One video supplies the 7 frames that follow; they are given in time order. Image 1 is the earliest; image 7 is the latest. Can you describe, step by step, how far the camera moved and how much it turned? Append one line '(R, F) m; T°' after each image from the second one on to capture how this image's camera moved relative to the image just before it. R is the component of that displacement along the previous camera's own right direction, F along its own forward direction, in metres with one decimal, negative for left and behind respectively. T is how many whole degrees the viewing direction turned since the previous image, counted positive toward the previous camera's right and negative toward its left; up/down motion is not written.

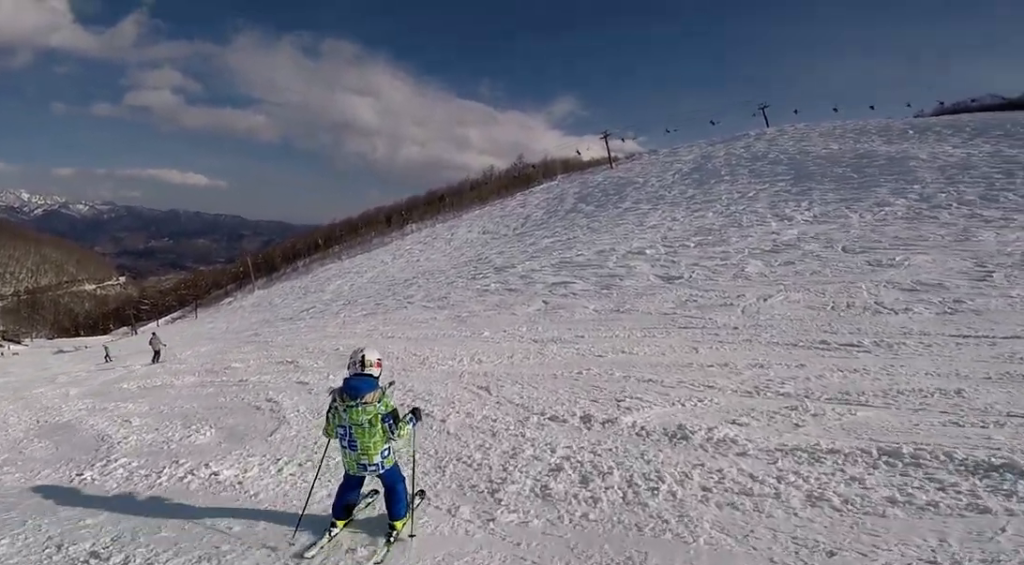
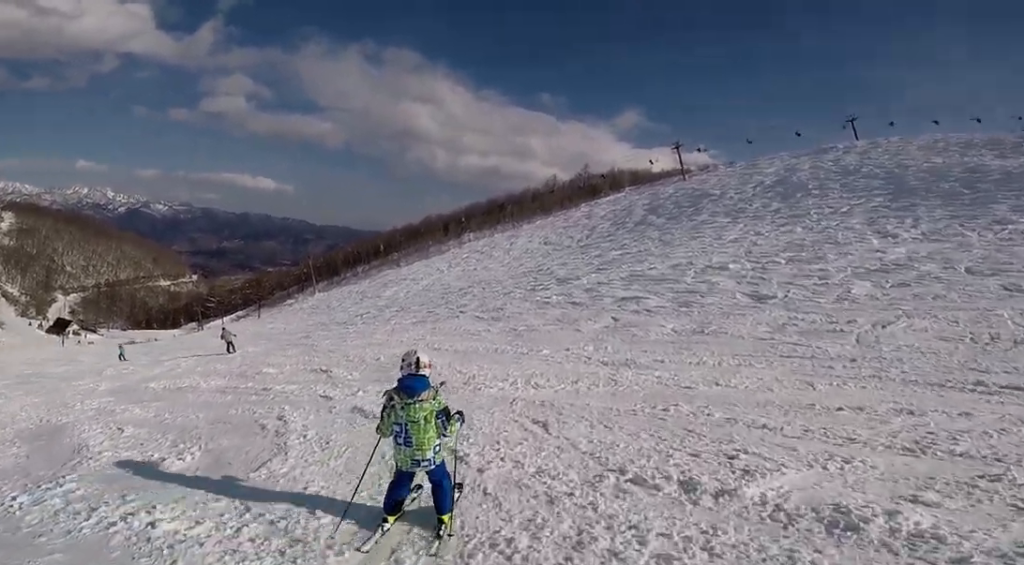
(-0.4, +1.6) m; -4°
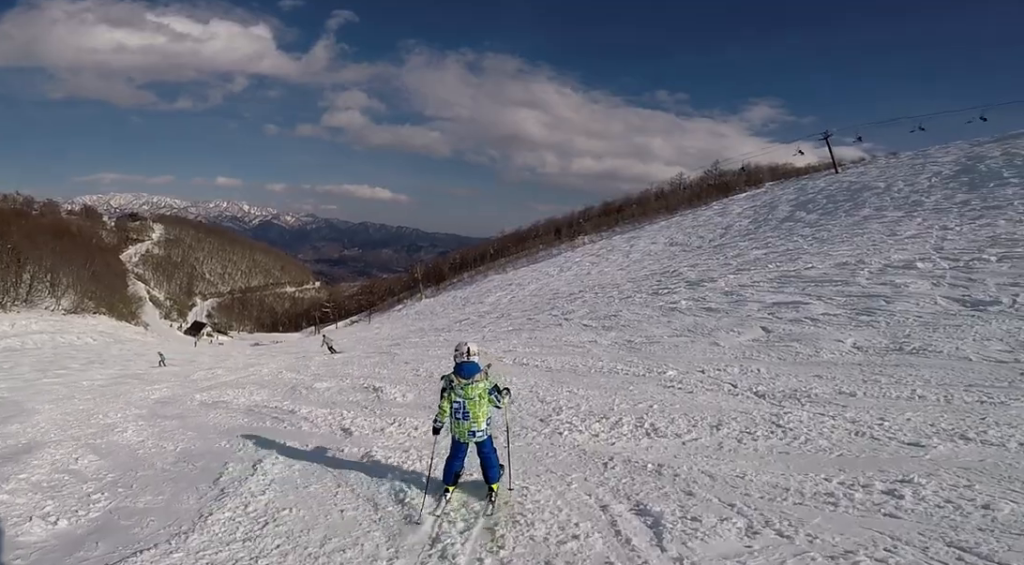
(-0.3, +2.9) m; -10°
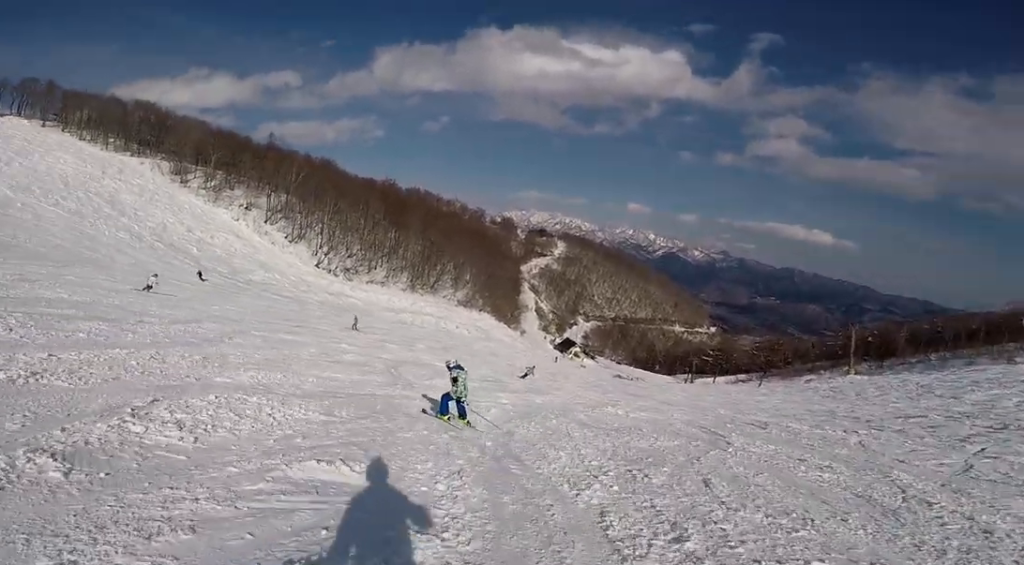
(-4.9, +5.7) m; -78°
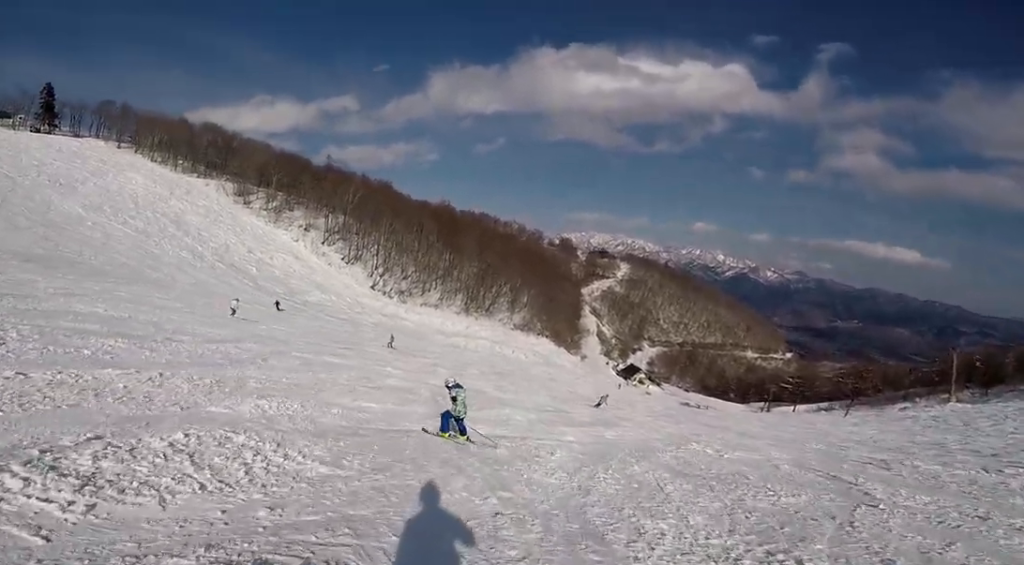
(-0.1, +1.6) m; -9°
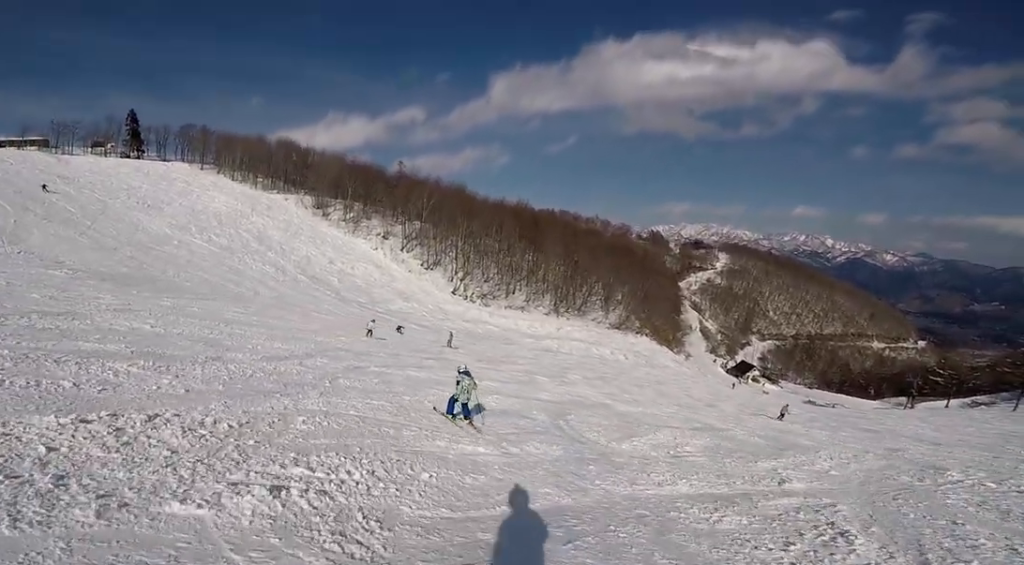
(-0.8, +3.4) m; -16°
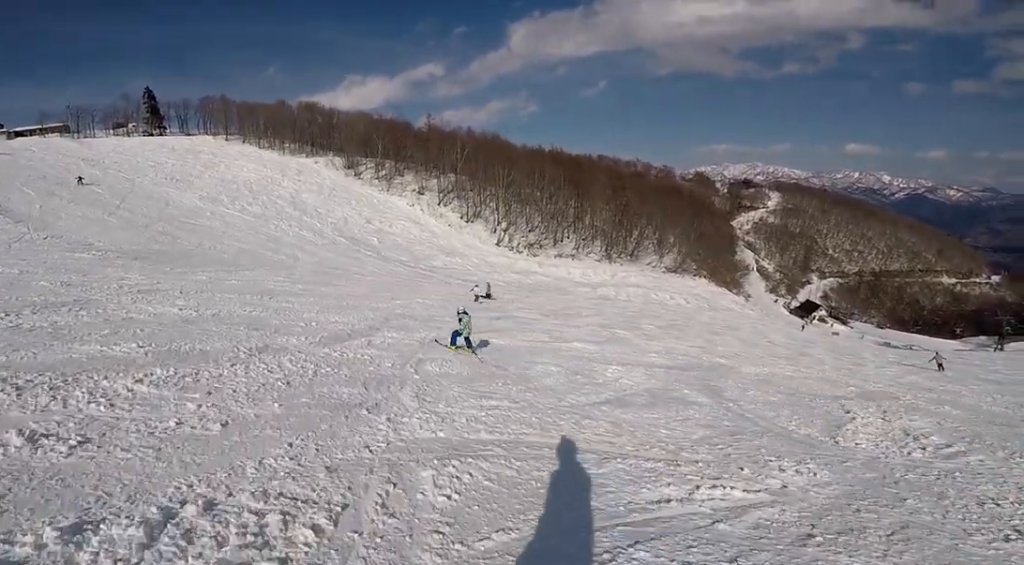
(-0.2, +3.5) m; +1°
